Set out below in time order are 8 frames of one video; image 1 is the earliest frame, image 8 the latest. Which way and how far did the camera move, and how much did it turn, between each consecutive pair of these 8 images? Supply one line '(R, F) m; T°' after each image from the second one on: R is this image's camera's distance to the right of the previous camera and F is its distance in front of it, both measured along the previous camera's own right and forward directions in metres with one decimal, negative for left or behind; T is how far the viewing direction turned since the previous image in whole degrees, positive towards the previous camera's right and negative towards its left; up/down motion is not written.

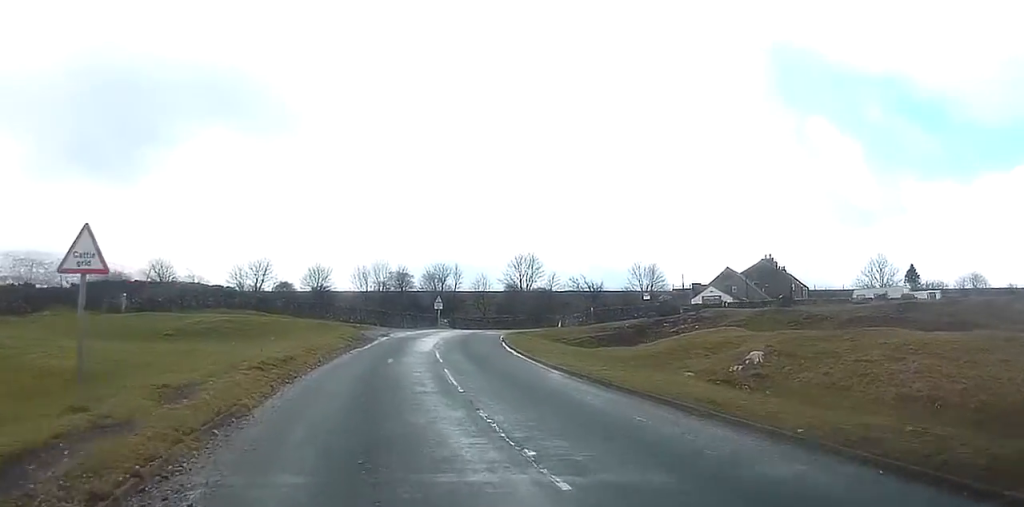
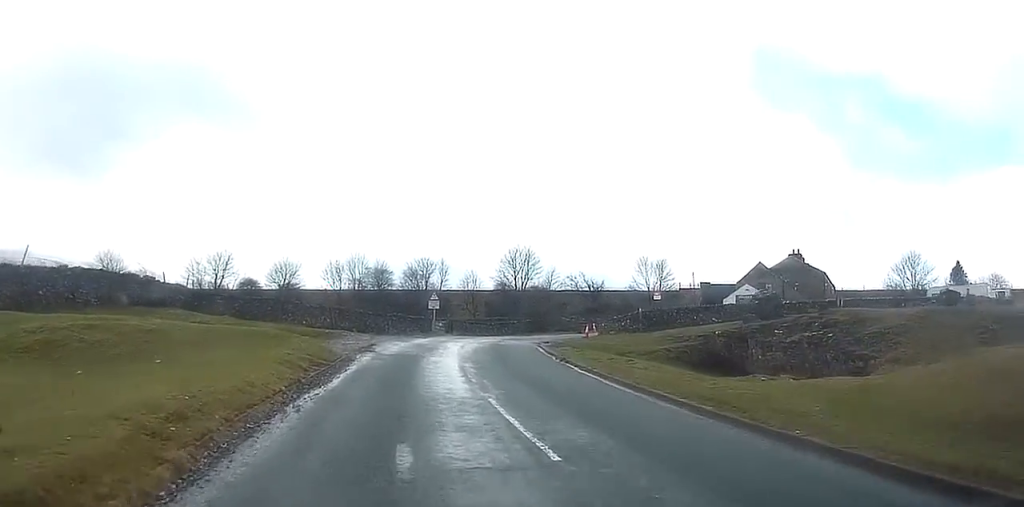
(+0.2, +16.7) m; +1°
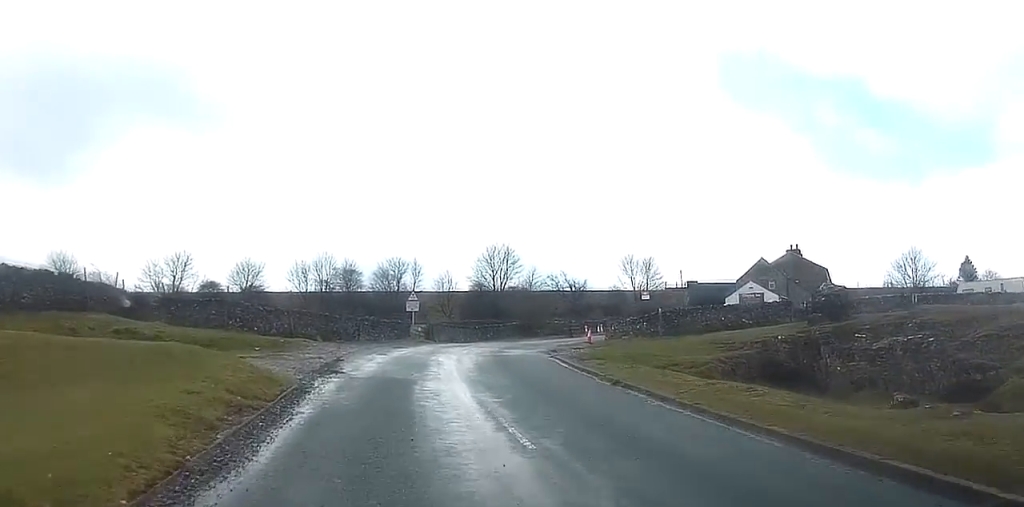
(+0.1, +8.6) m; +1°
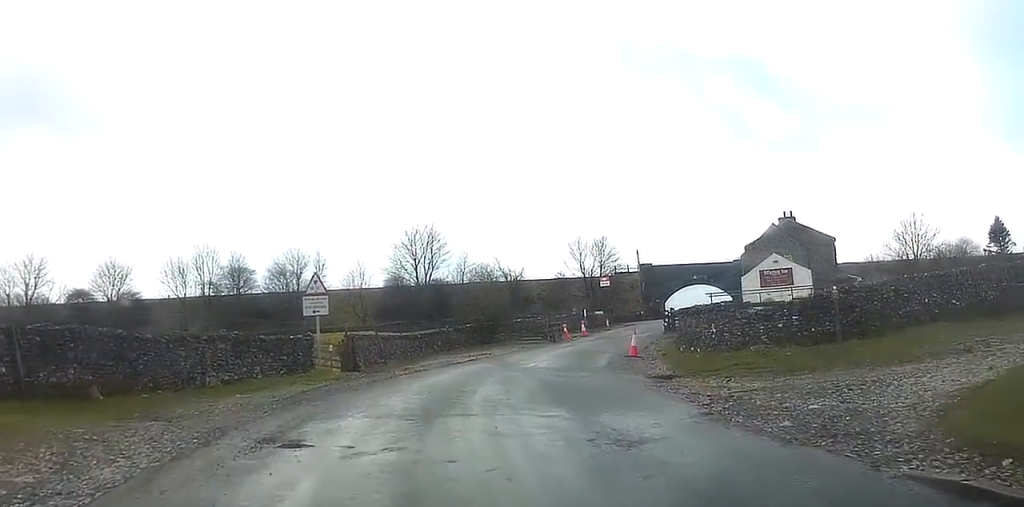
(+1.1, +24.1) m; +8°
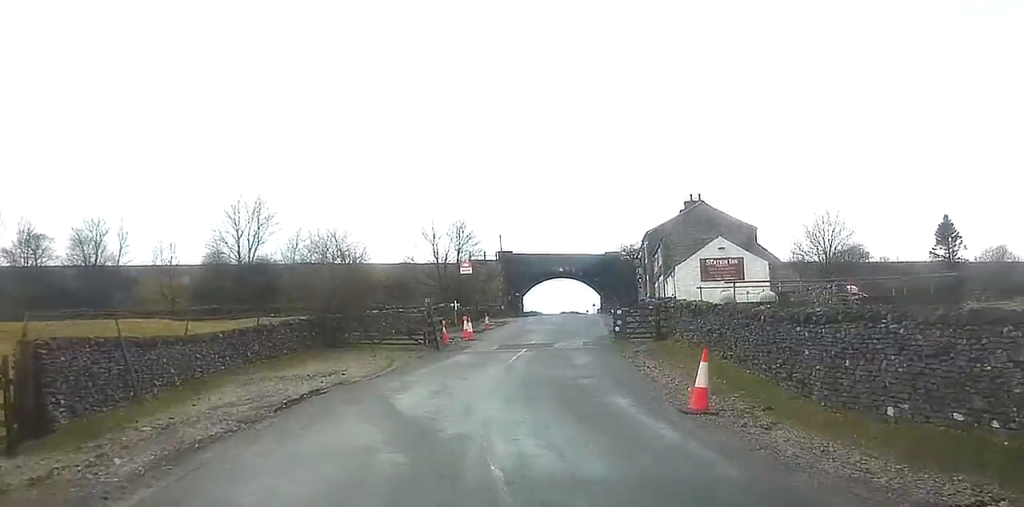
(+1.3, +17.3) m; +10°
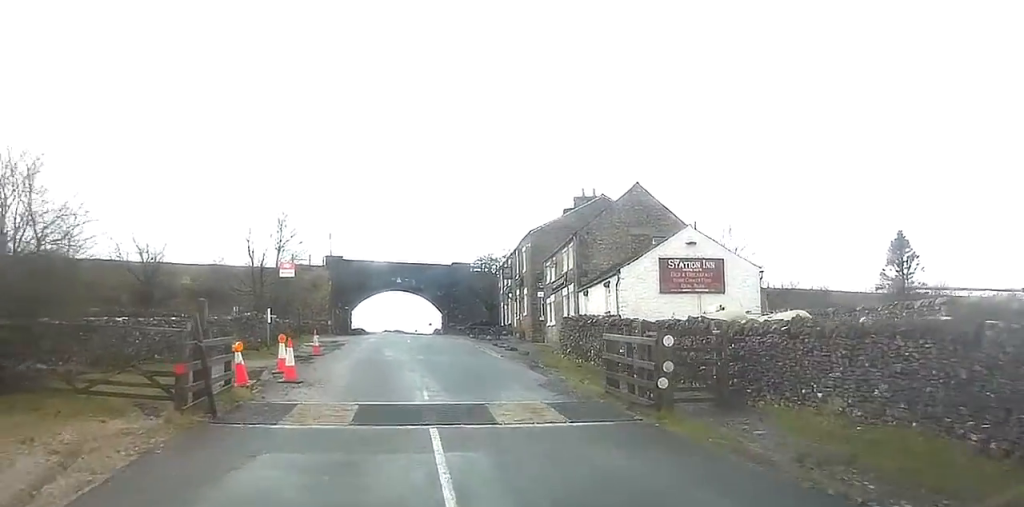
(+1.8, +18.0) m; +9°
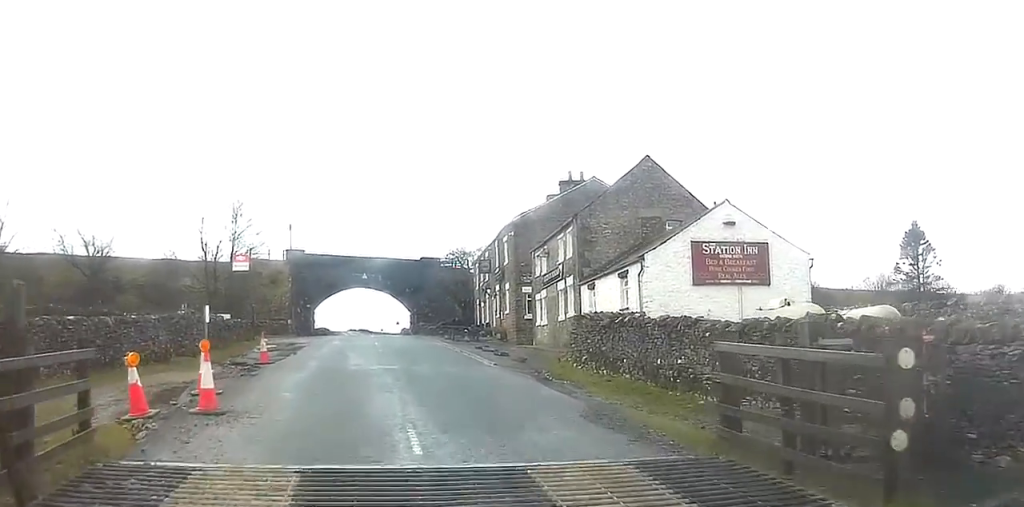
(0.0, +6.2) m; +3°
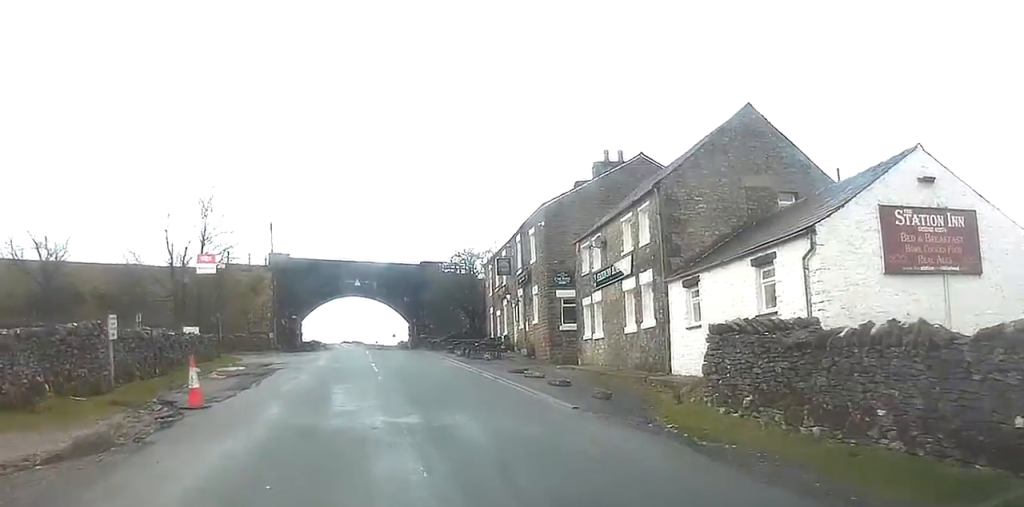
(+0.5, +10.0) m; +2°
